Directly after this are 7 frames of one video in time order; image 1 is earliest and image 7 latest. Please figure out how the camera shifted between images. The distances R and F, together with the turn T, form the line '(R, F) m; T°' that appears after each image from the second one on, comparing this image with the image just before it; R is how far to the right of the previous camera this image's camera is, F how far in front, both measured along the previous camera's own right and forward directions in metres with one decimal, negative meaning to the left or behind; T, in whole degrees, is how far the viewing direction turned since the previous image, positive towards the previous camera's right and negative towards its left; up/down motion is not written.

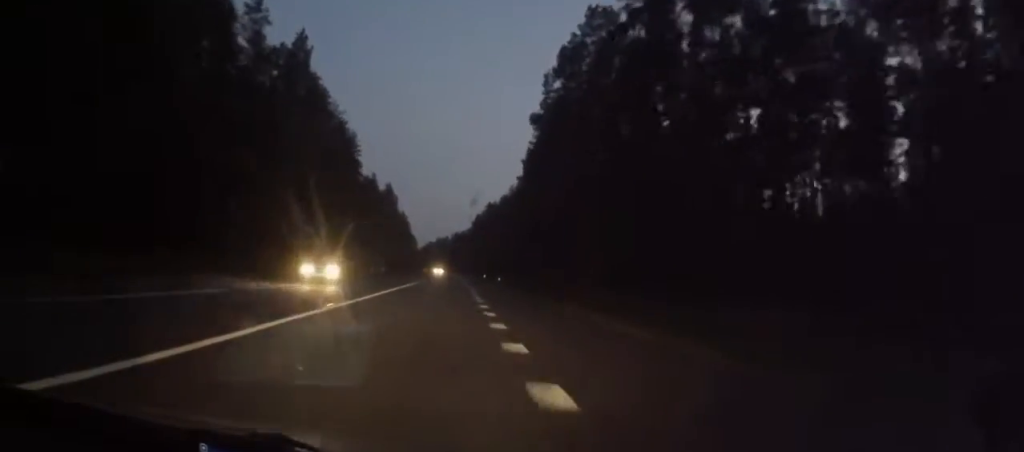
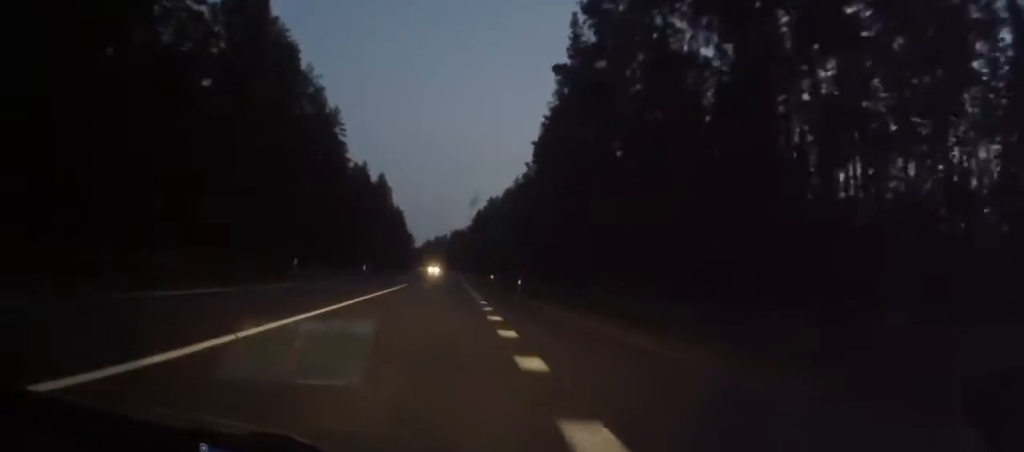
(-0.1, +17.5) m; 0°
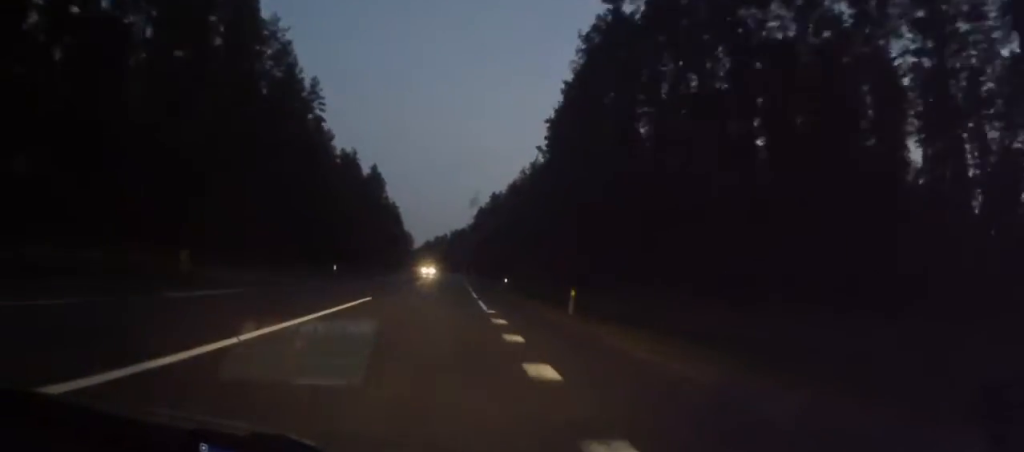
(-0.1, +16.6) m; 0°
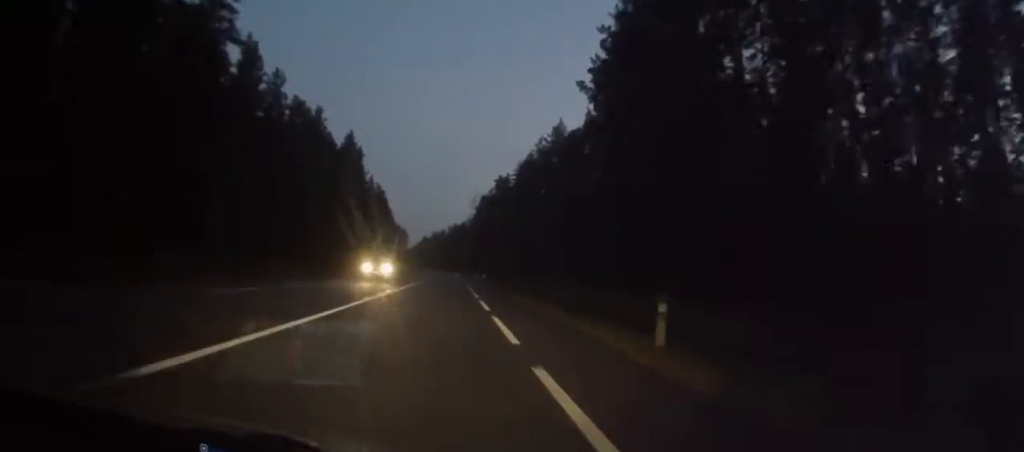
(-0.2, +37.1) m; -1°
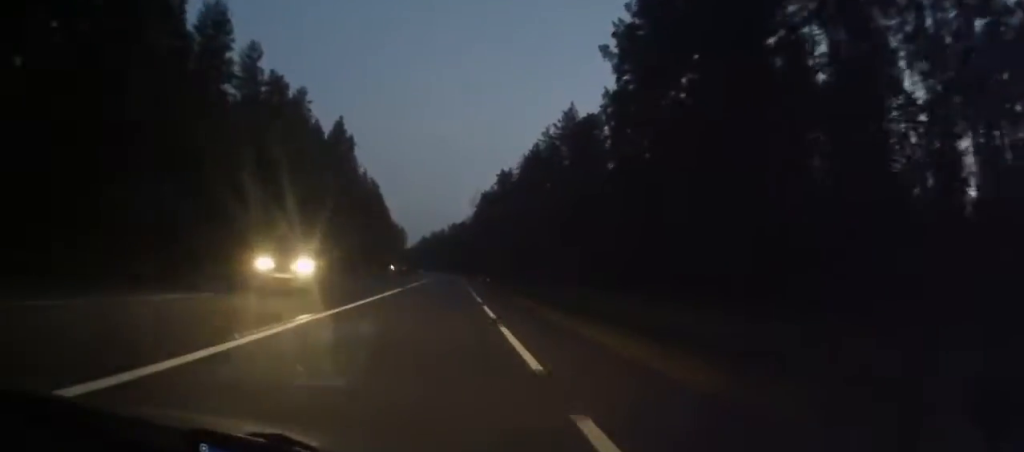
(0.0, +11.8) m; 0°
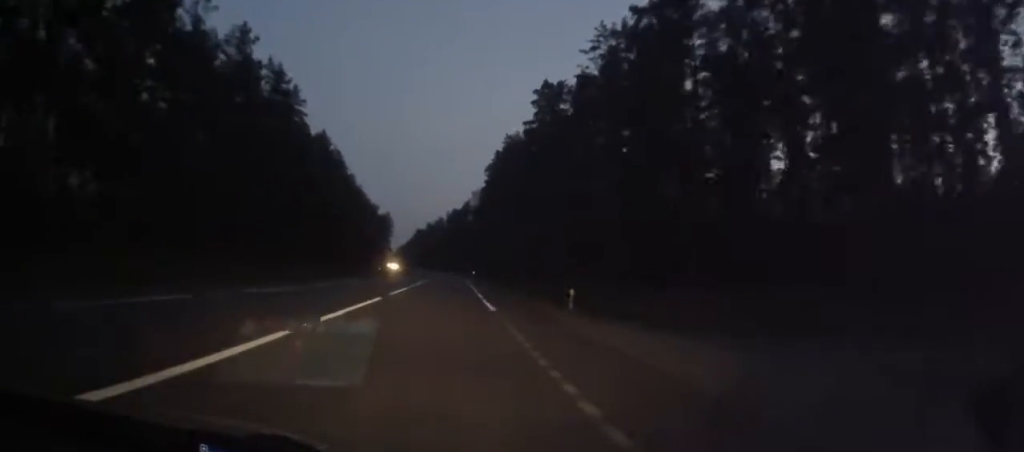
(+0.2, +83.6) m; +1°
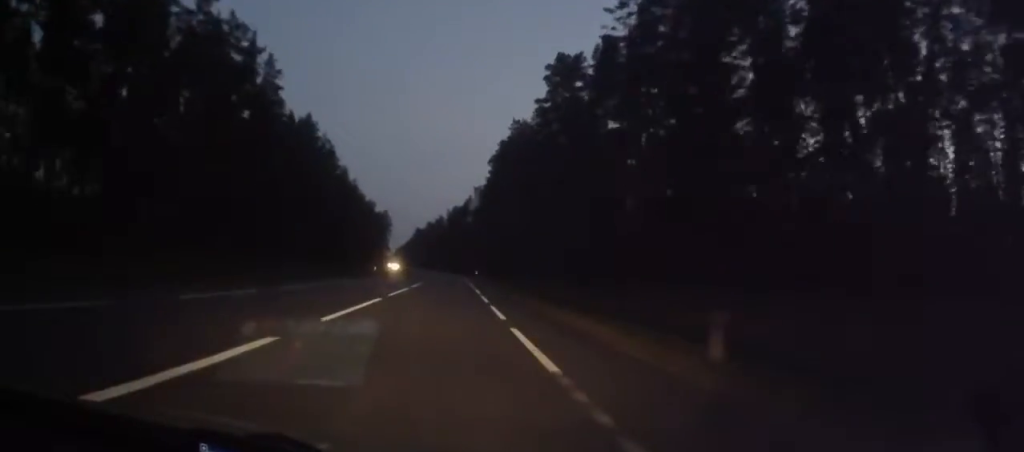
(-0.1, +12.6) m; 0°
